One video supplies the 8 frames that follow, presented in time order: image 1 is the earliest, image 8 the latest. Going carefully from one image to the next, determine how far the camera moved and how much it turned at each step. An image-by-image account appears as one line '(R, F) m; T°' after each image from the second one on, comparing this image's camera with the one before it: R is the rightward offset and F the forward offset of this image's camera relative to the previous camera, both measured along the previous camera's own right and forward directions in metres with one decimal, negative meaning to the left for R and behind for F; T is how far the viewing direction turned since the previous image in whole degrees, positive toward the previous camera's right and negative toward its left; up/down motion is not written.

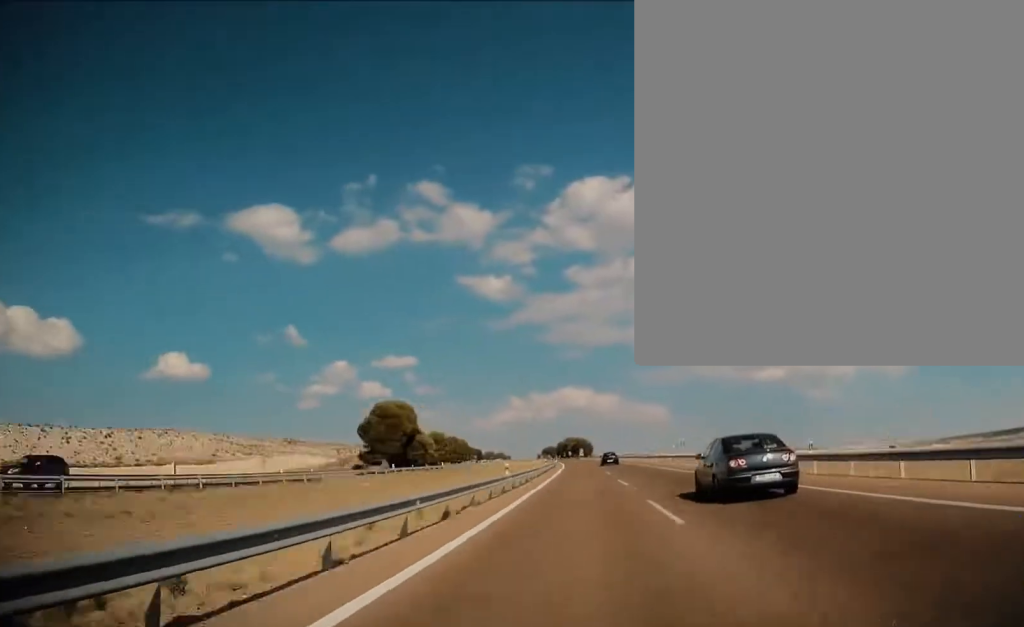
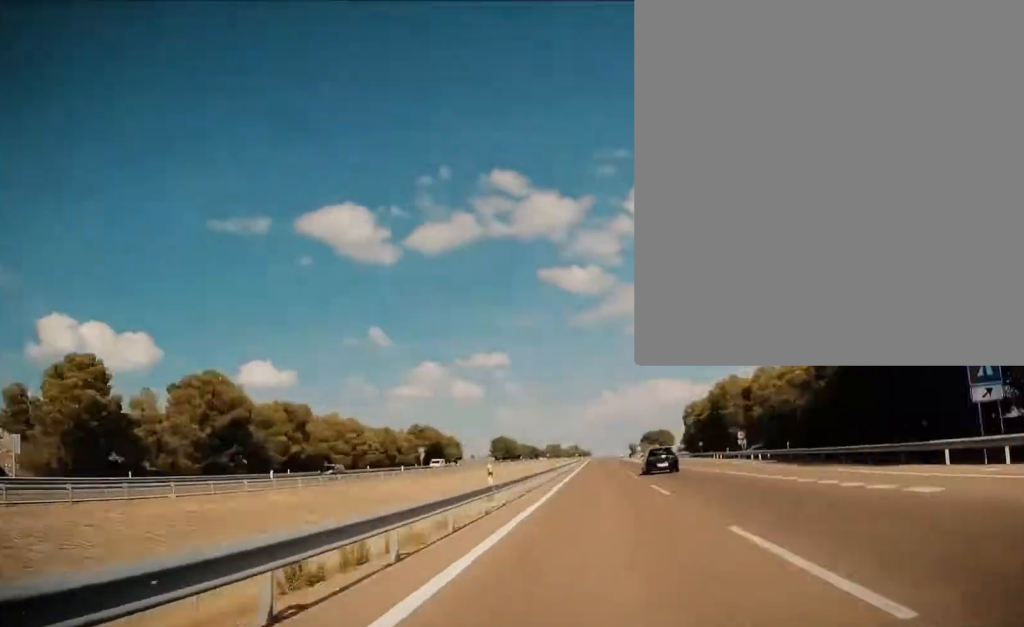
(-16.9, +326.3) m; -2°
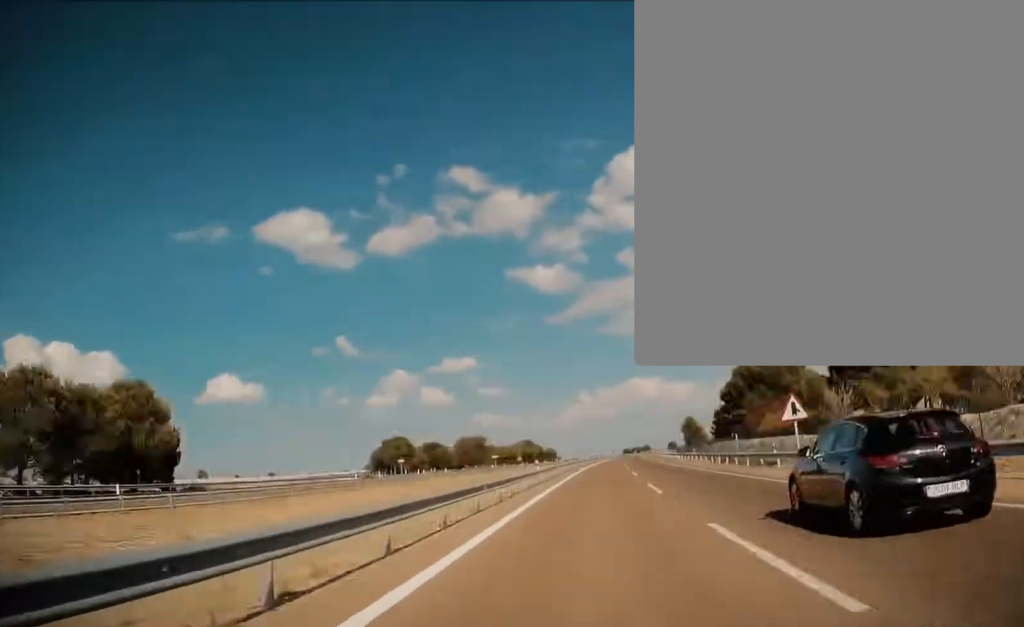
(+1.7, +272.4) m; +3°
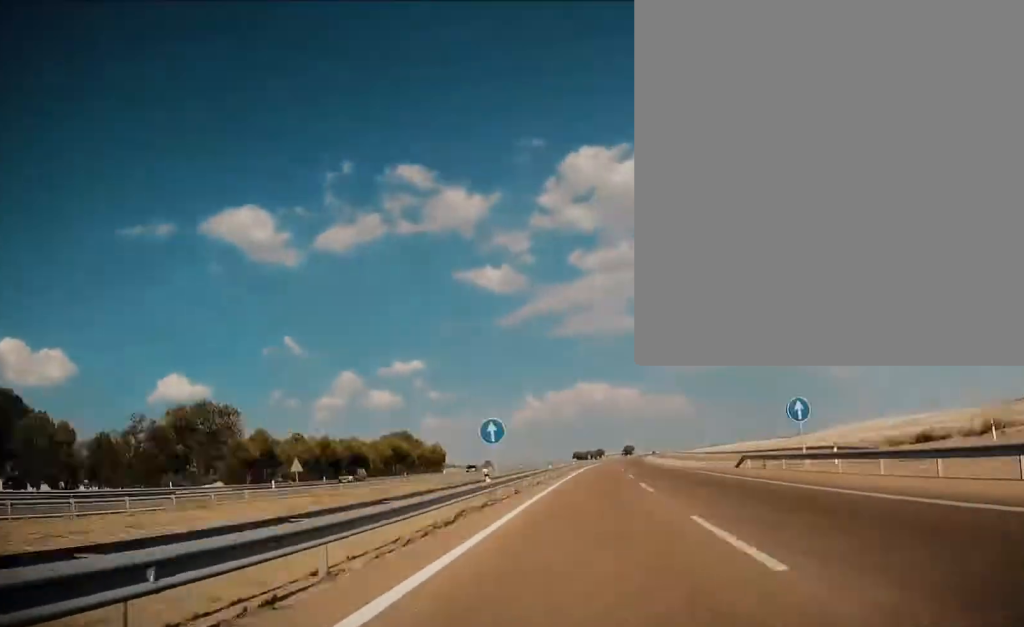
(+6.4, +142.2) m; +2°
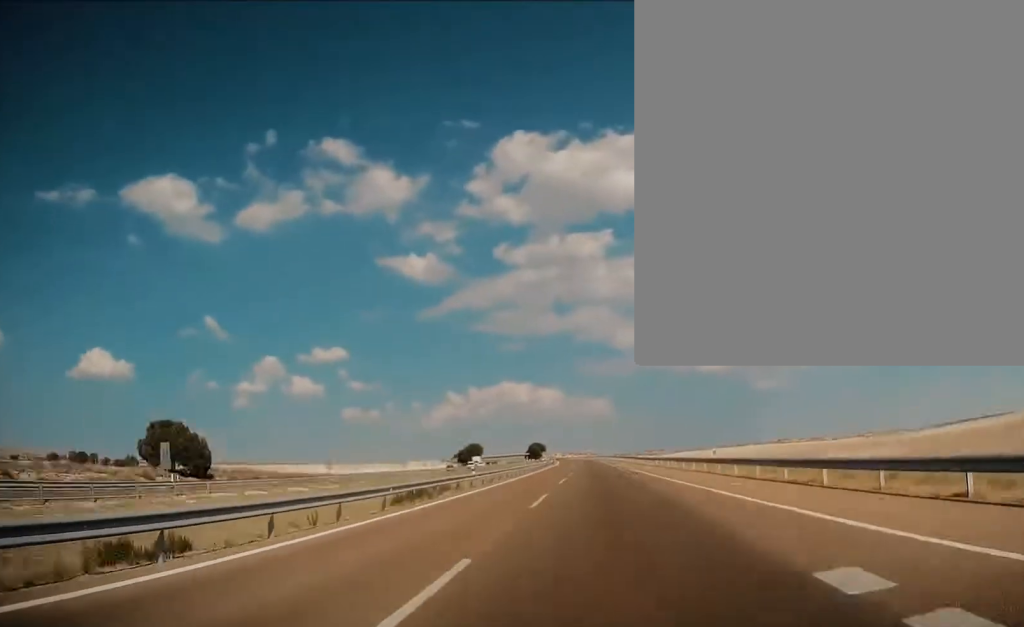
(+12.9, +370.8) m; -1°
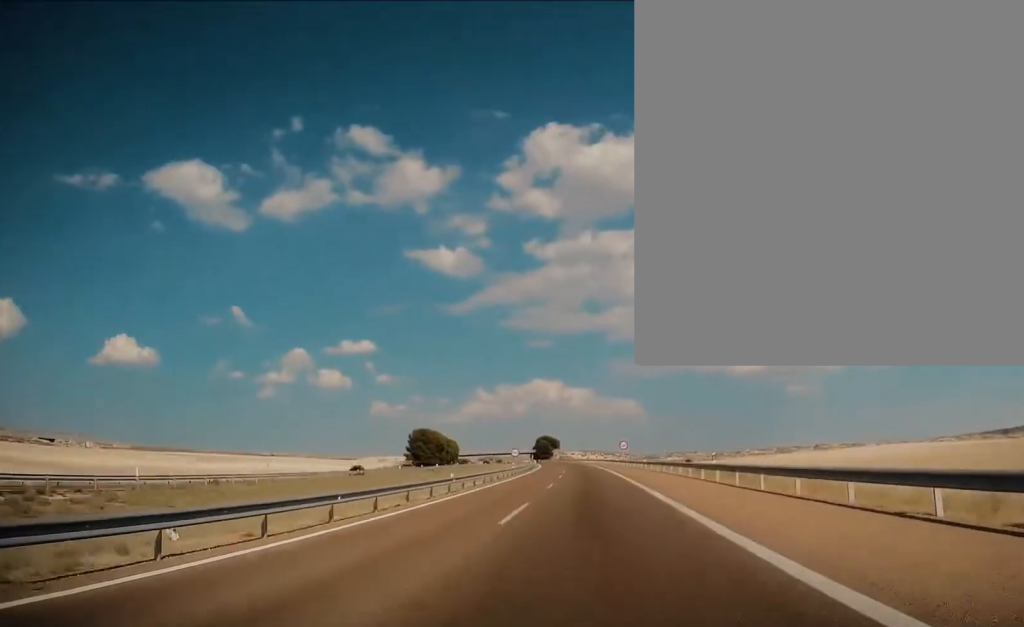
(-5.5, +162.9) m; -3°
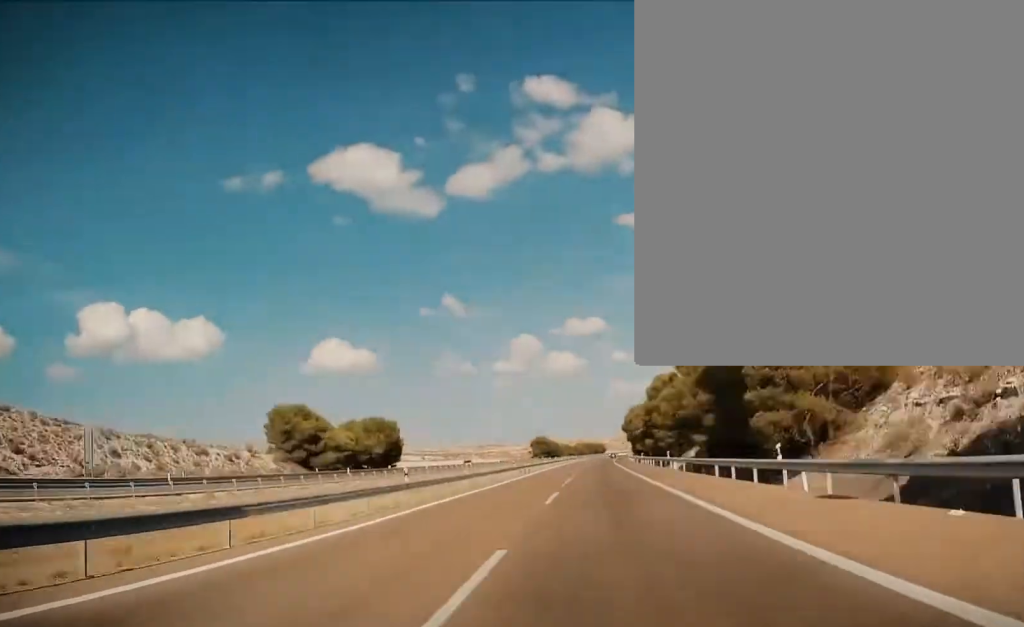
(-128.2, +816.7) m; -10°
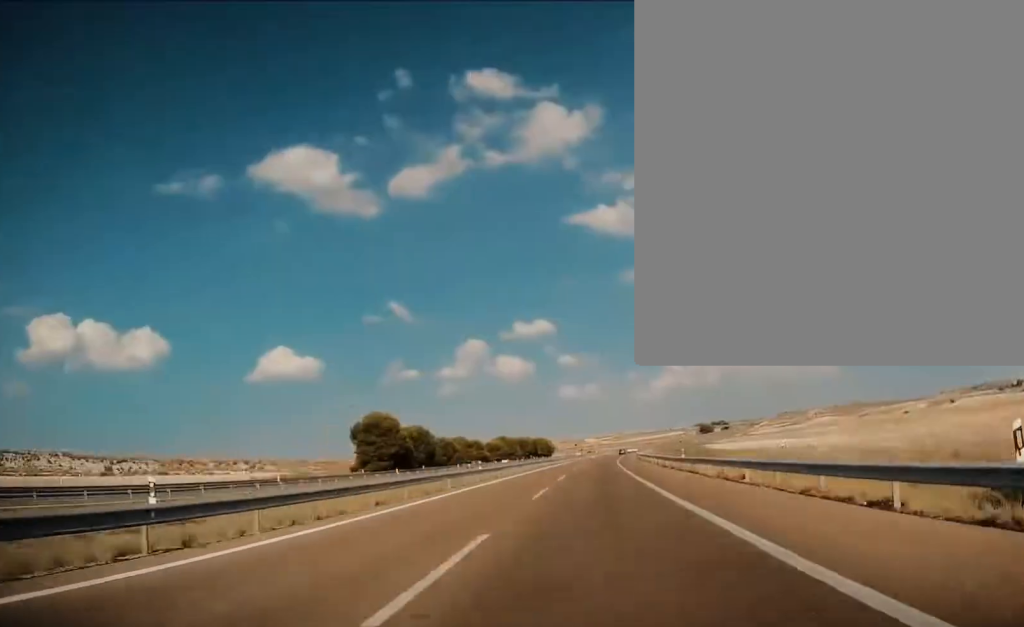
(+9.6, +200.6) m; +5°
